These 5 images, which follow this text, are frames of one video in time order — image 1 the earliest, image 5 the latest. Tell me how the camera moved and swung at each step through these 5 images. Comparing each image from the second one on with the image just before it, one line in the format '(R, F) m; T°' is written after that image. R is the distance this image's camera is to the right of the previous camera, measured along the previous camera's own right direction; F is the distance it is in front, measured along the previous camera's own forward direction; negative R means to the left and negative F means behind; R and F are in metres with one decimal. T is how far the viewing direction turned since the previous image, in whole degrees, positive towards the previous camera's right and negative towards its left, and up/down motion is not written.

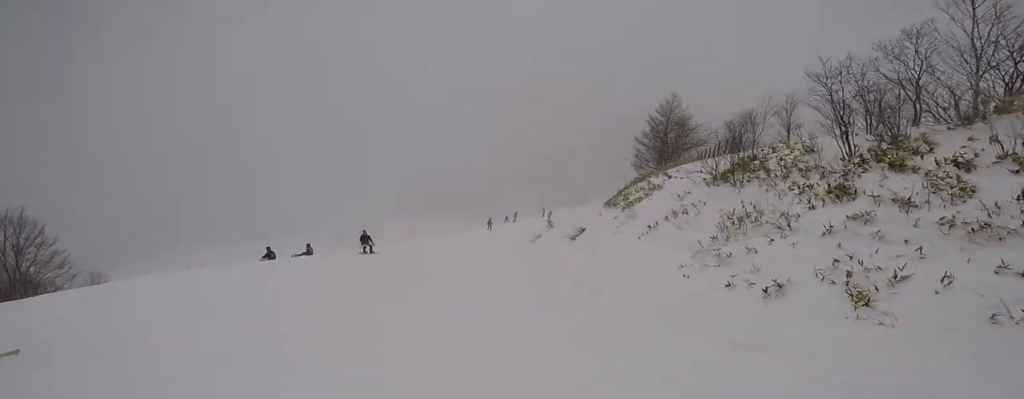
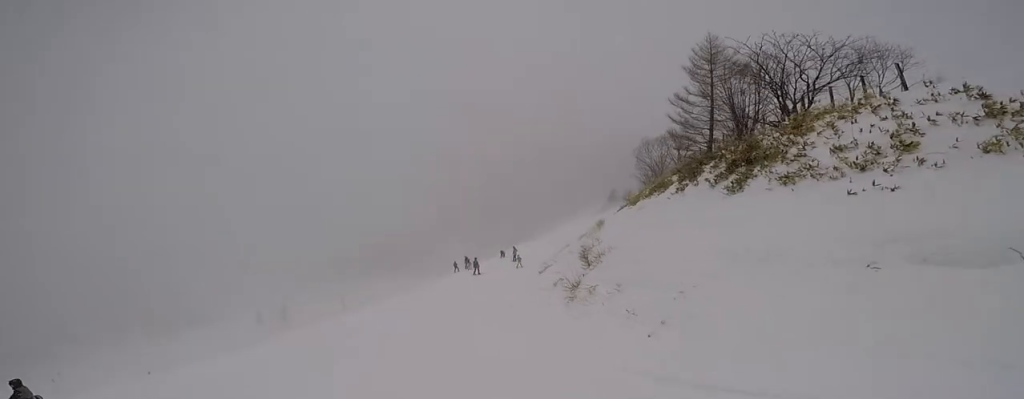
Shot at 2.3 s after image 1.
(-0.4, +15.4) m; 0°
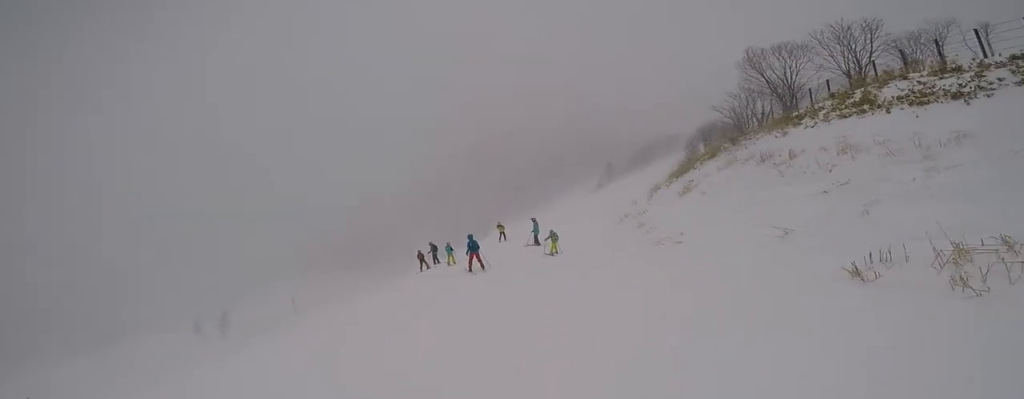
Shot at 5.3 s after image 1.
(+4.3, +19.1) m; +10°
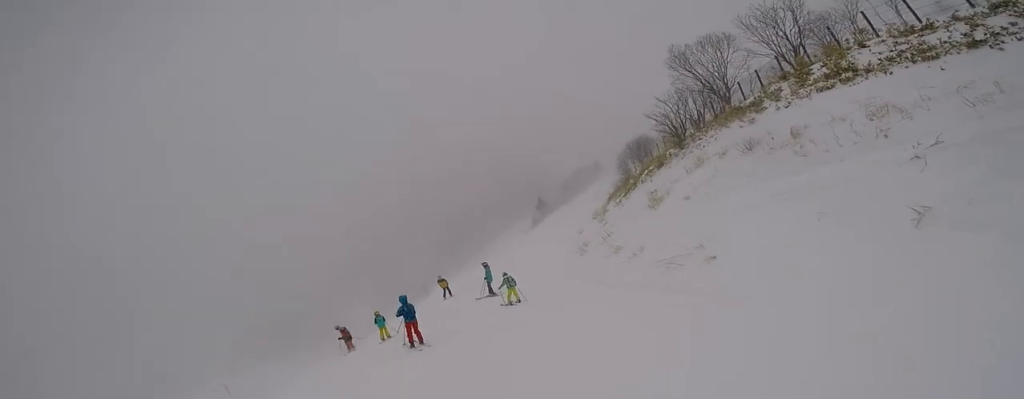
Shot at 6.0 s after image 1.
(0.0, +4.3) m; +10°
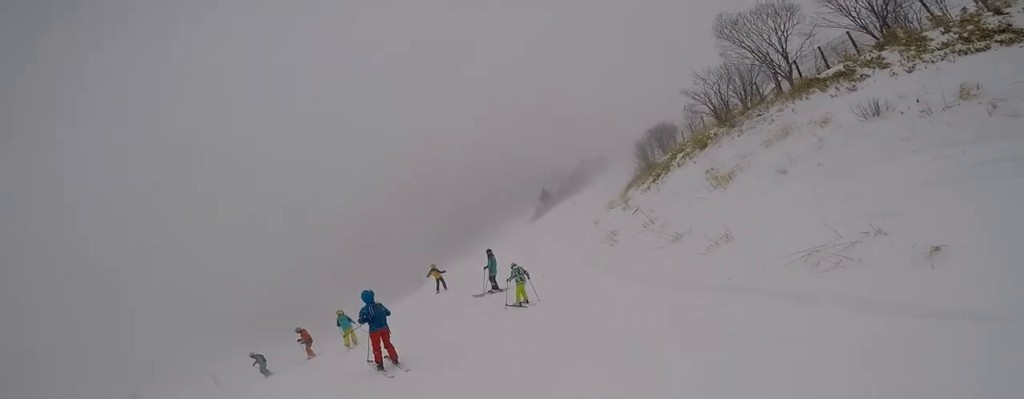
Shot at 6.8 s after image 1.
(+0.5, +4.1) m; +15°
